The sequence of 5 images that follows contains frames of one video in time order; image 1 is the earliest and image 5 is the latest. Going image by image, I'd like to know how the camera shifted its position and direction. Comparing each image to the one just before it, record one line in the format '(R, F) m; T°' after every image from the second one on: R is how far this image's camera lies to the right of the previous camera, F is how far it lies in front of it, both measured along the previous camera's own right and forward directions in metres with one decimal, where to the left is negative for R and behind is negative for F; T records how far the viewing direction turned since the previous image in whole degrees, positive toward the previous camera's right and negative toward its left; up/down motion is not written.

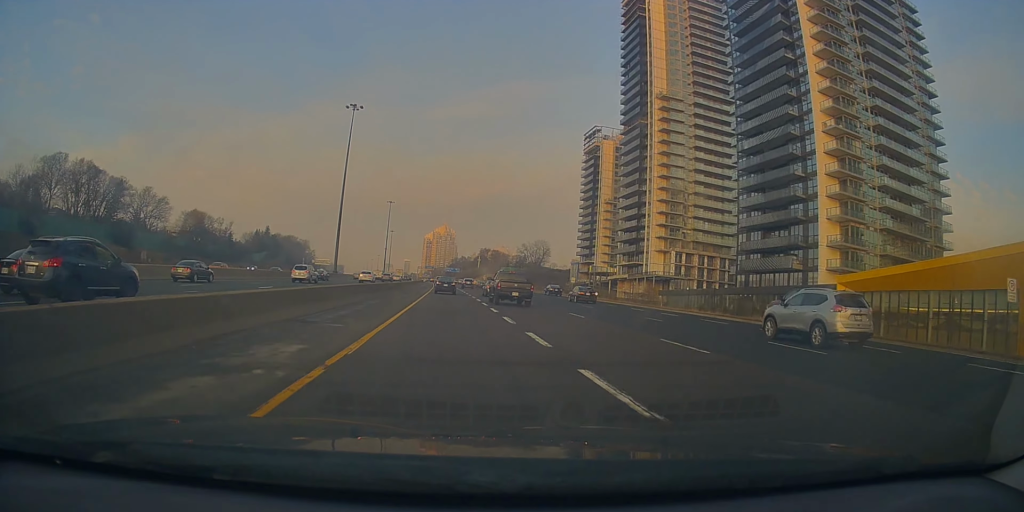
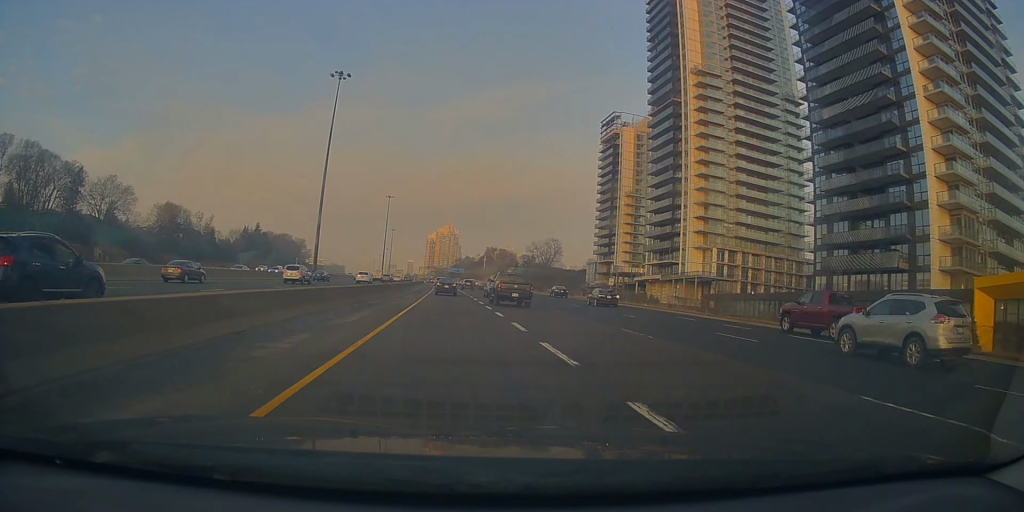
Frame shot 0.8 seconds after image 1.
(0.0, +20.1) m; 0°
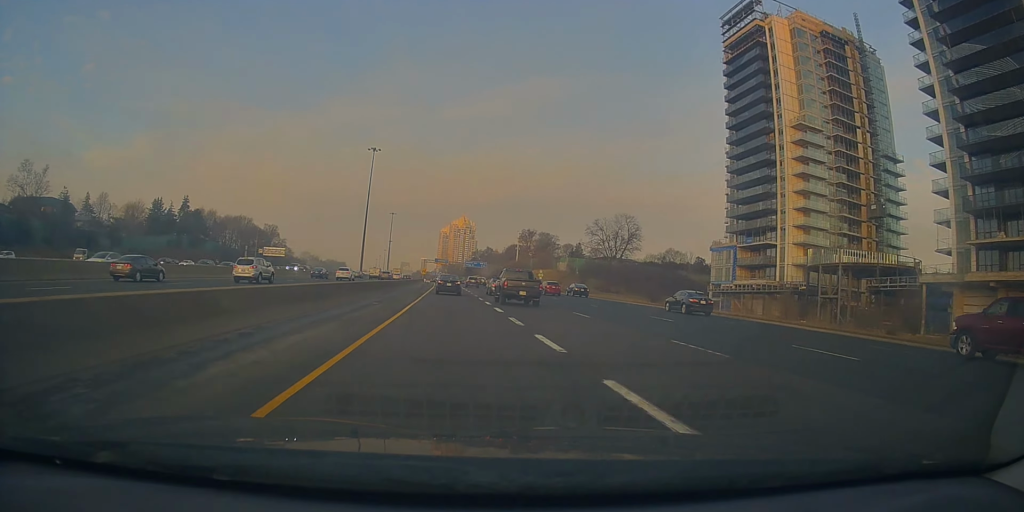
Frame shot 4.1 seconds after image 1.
(-2.2, +88.4) m; -2°
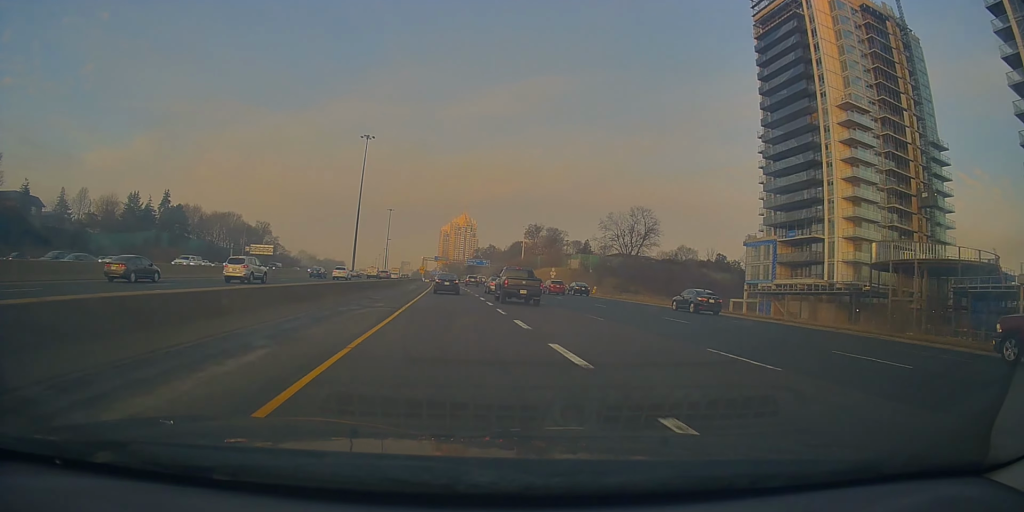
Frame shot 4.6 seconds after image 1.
(-0.2, +14.1) m; 0°
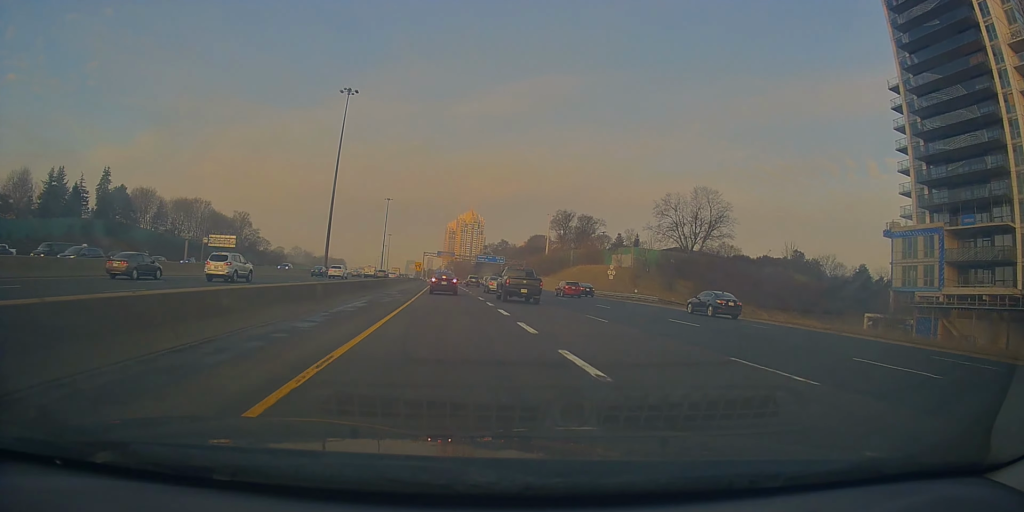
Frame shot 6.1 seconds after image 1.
(0.0, +37.6) m; +1°
